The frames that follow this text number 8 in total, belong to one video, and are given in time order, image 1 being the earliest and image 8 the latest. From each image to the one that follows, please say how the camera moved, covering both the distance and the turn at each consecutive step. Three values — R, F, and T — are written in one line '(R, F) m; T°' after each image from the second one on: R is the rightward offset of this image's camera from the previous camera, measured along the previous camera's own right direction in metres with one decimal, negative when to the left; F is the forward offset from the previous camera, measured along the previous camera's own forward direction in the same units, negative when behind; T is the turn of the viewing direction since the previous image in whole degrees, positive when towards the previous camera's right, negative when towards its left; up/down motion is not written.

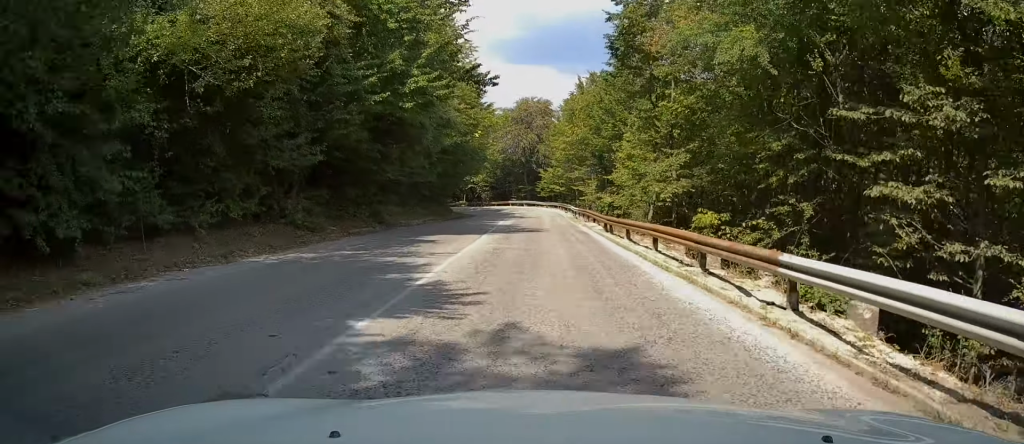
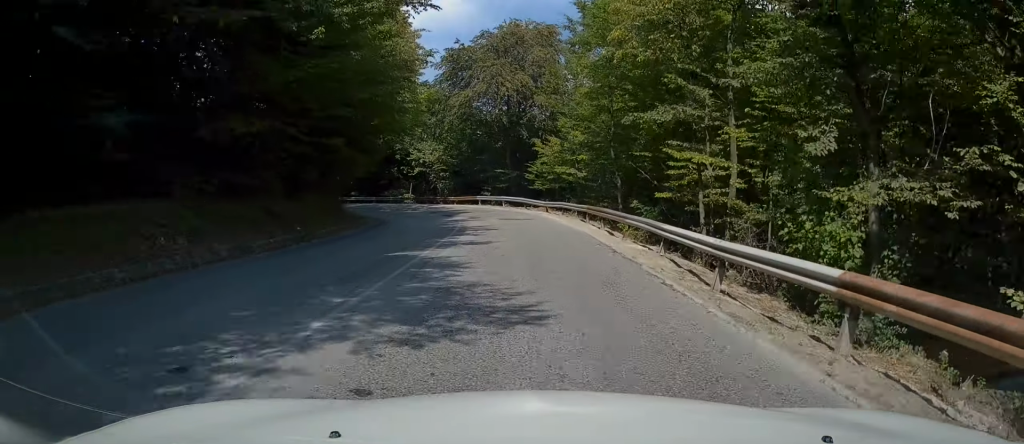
(+1.8, +33.9) m; +2°
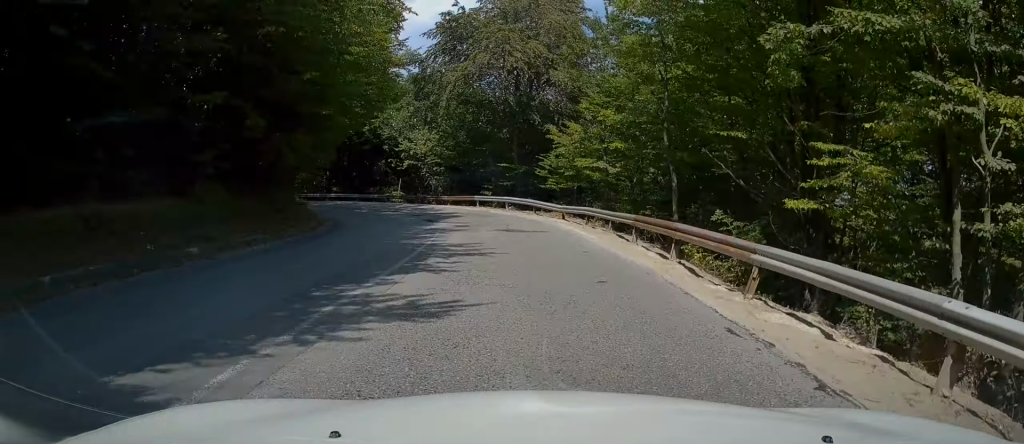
(0.0, +8.9) m; -1°
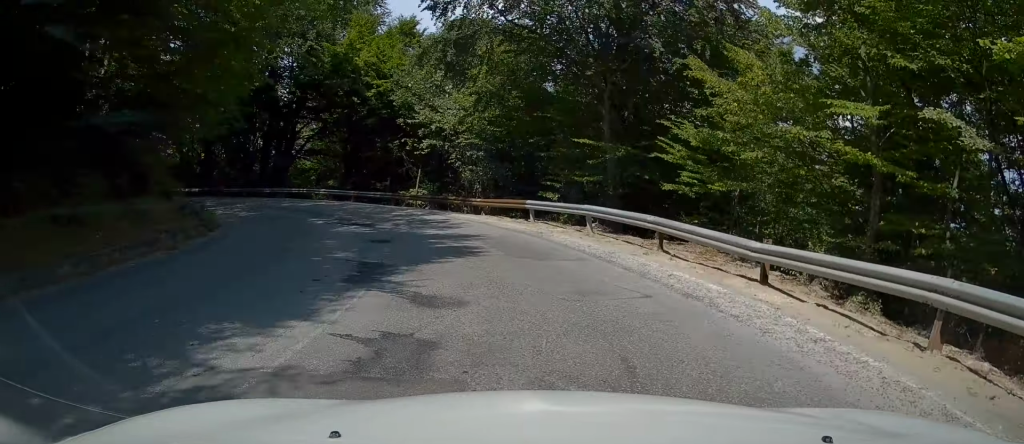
(-0.9, +17.4) m; -9°
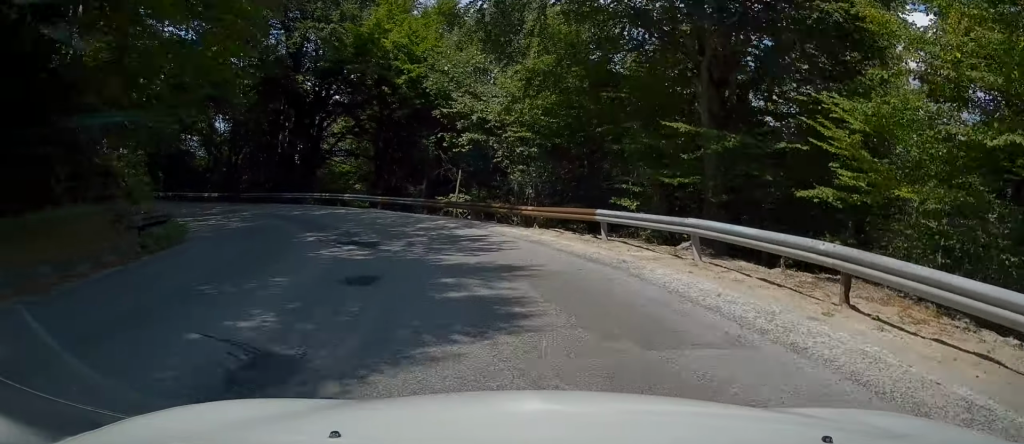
(-0.1, +5.6) m; -5°
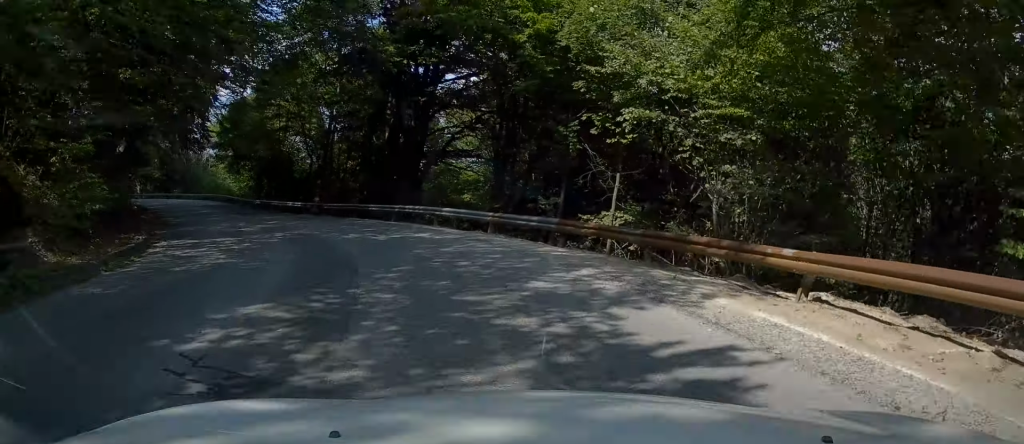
(-1.0, +9.9) m; -12°
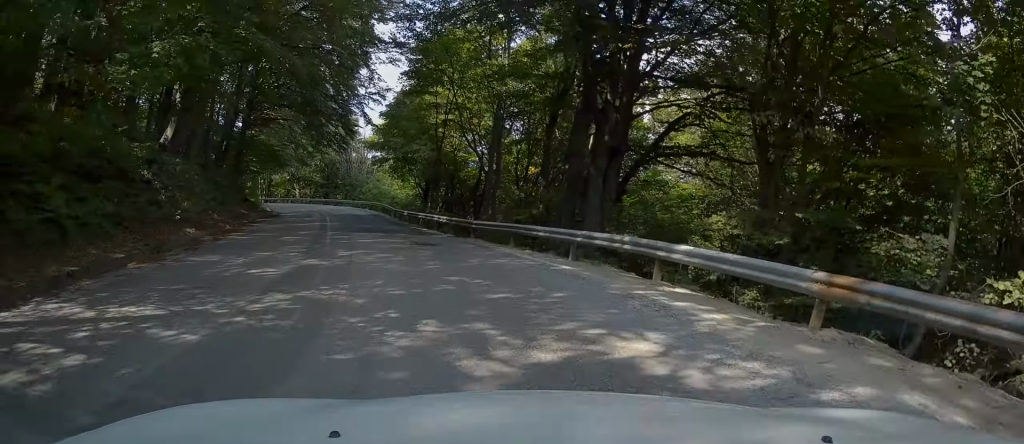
(-1.4, +11.1) m; -12°
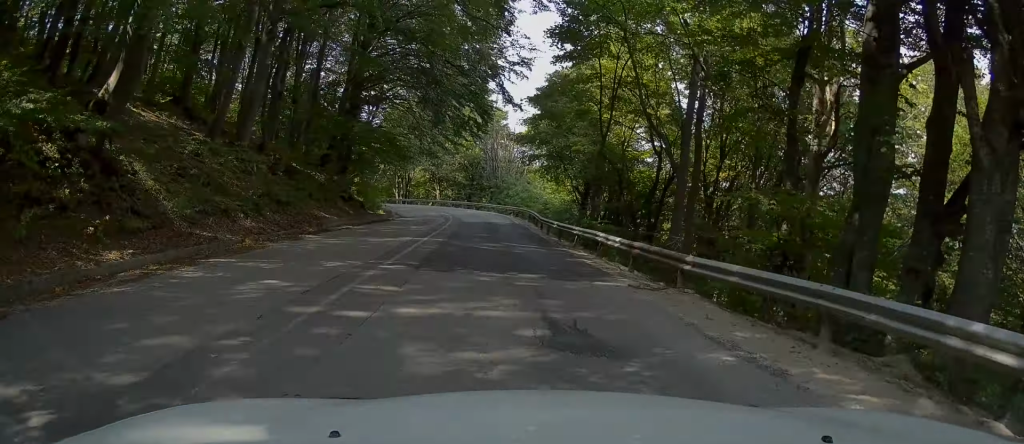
(-1.0, +11.2) m; -8°
